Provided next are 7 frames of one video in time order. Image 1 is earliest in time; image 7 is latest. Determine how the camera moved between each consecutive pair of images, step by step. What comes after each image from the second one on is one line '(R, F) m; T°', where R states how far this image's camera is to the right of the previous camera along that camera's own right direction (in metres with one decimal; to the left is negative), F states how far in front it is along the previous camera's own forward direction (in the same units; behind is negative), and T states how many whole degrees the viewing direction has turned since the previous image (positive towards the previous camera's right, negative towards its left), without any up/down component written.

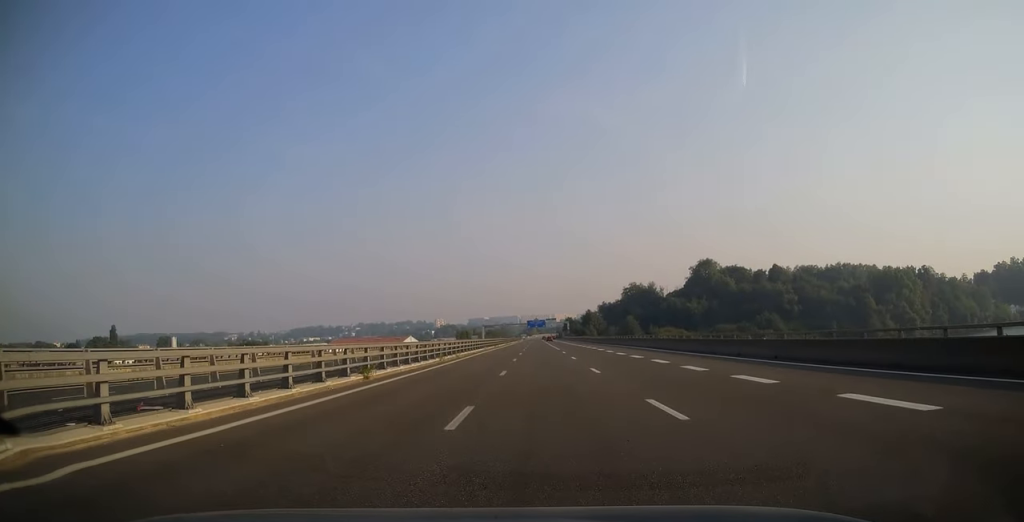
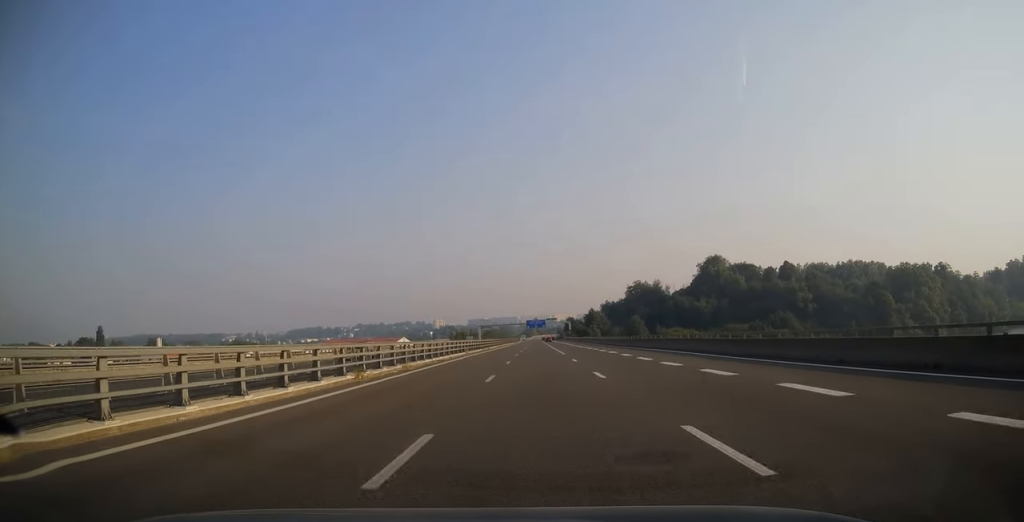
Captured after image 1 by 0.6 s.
(0.0, +16.8) m; 0°
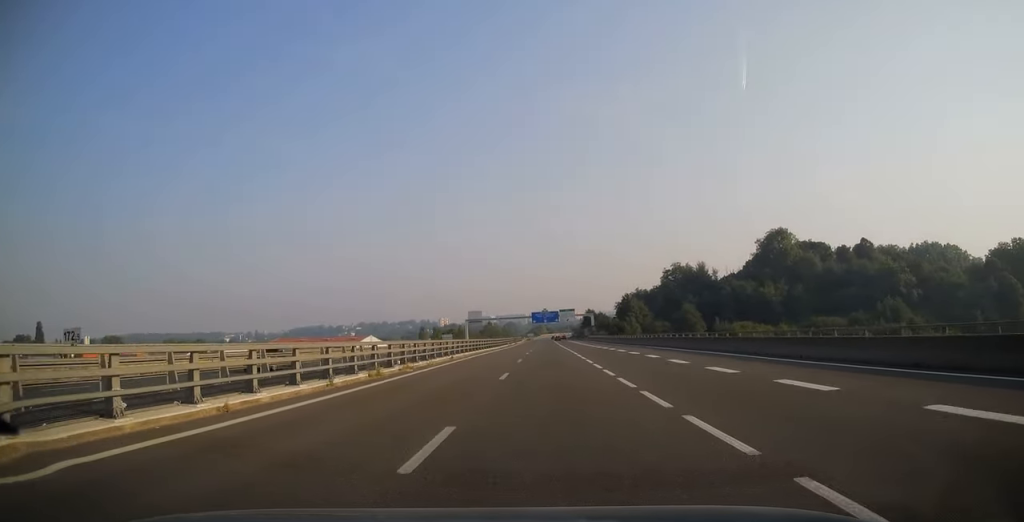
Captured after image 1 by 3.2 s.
(-0.6, +77.8) m; -1°
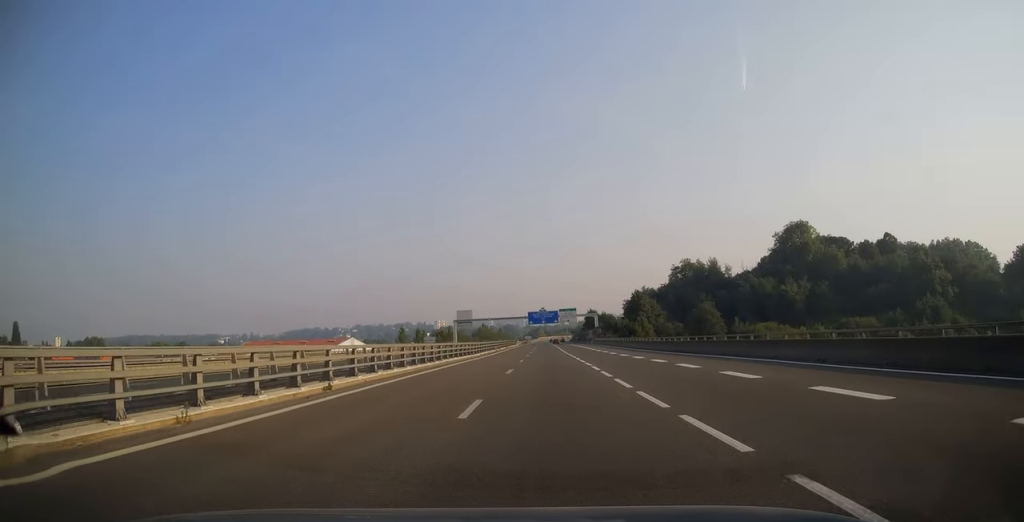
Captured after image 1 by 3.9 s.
(+0.1, +21.8) m; 0°
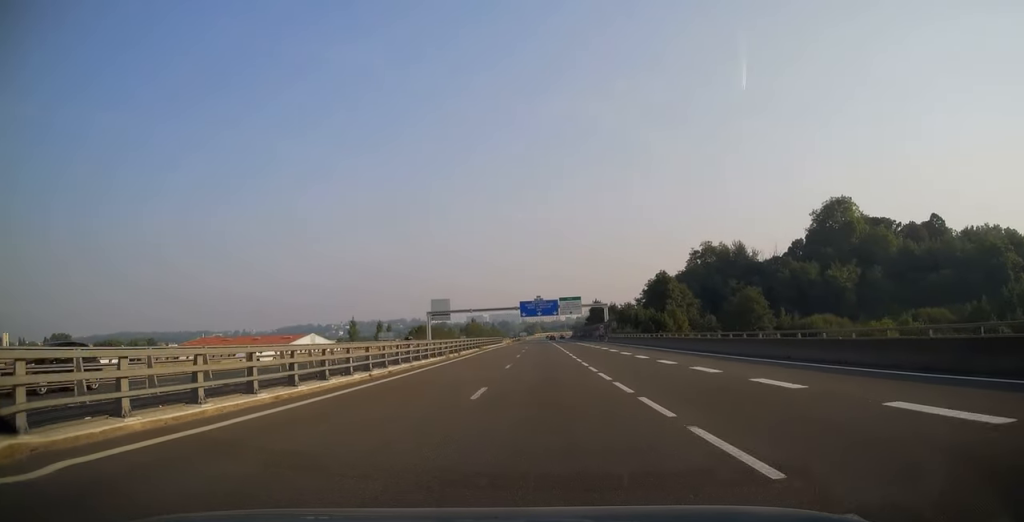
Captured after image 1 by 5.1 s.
(+0.1, +36.1) m; 0°
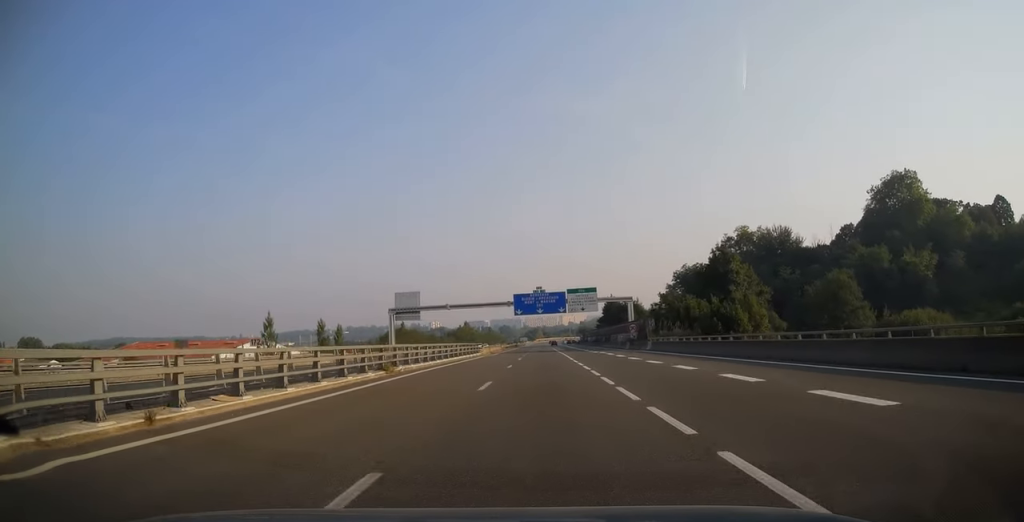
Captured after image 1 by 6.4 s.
(-0.1, +36.5) m; 0°
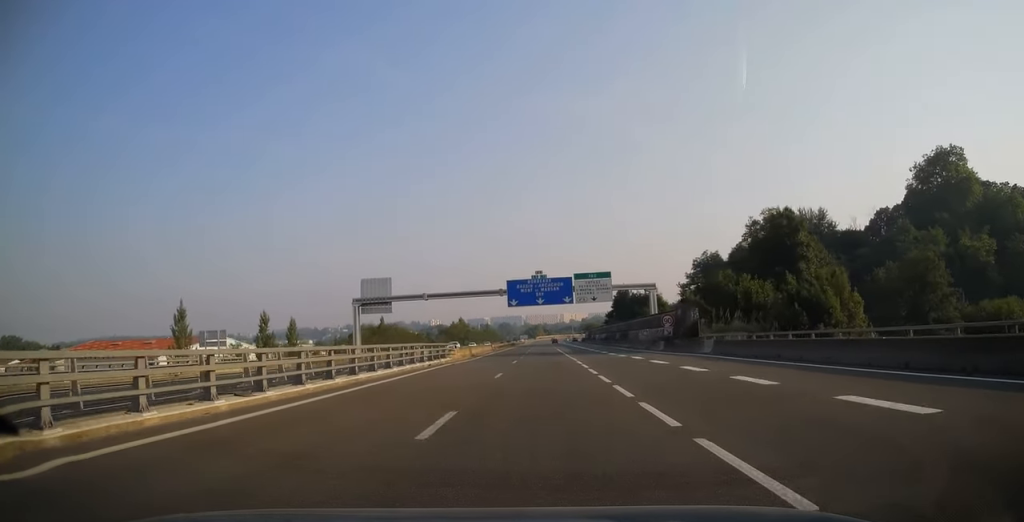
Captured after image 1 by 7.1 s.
(+0.1, +20.7) m; 0°
